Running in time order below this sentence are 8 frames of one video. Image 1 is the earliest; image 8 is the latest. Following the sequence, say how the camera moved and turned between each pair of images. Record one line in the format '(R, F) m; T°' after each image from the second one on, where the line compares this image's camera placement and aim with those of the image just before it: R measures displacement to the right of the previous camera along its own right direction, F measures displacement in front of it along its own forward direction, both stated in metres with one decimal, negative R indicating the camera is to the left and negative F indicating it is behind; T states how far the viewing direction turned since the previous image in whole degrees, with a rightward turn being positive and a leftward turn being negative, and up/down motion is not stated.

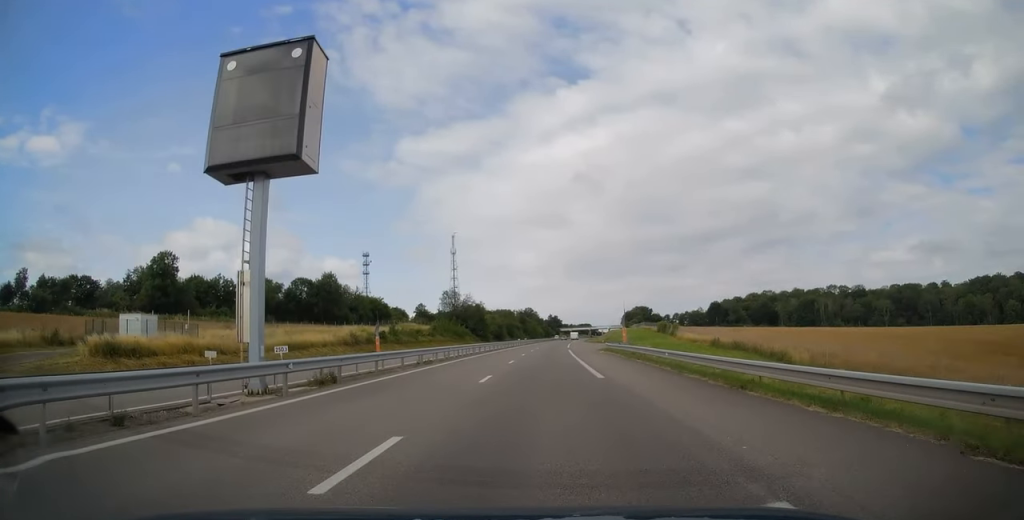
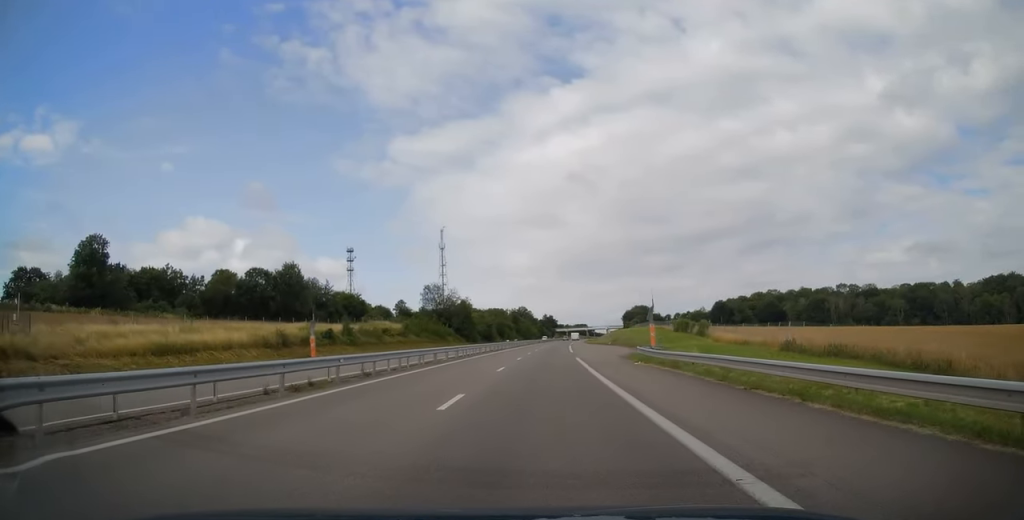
(-0.1, +20.0) m; +1°
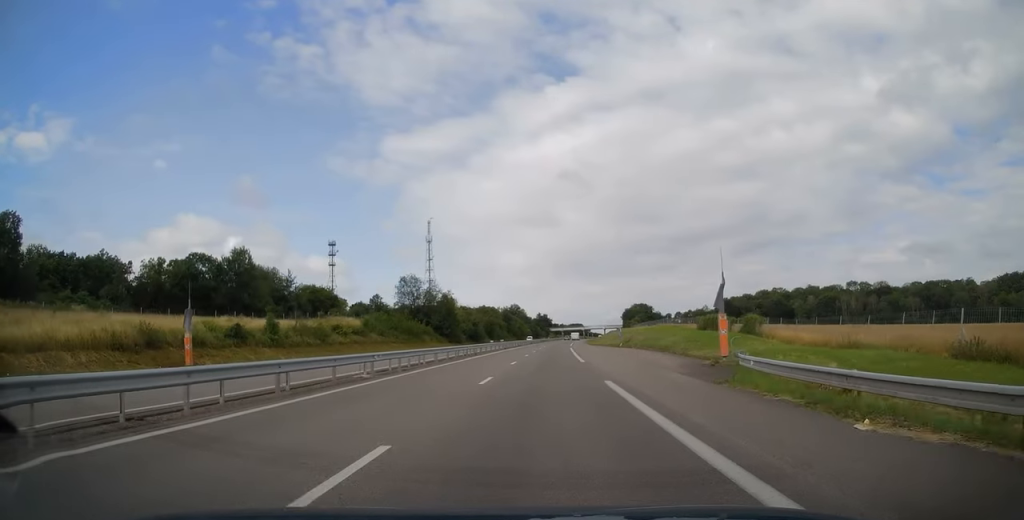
(+0.3, +20.0) m; +1°
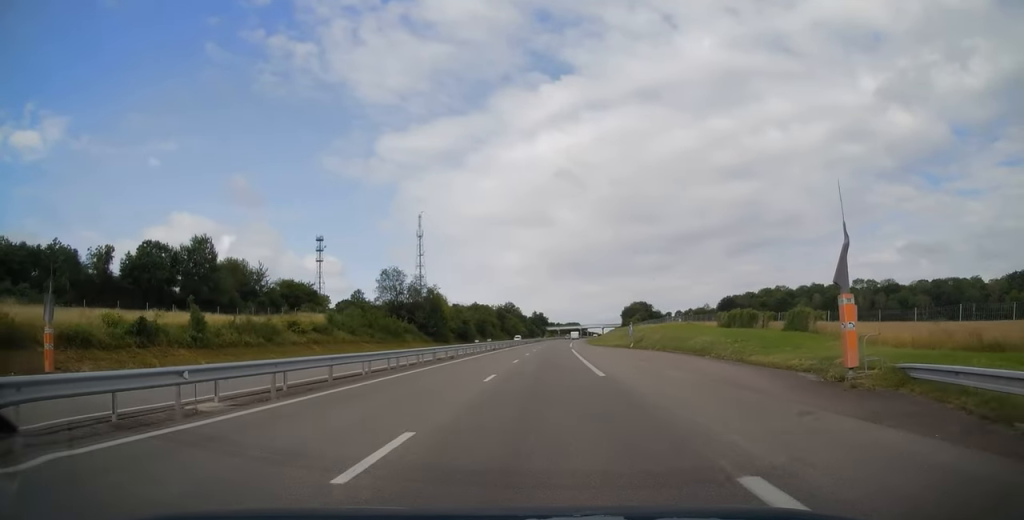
(+0.1, +12.2) m; 0°
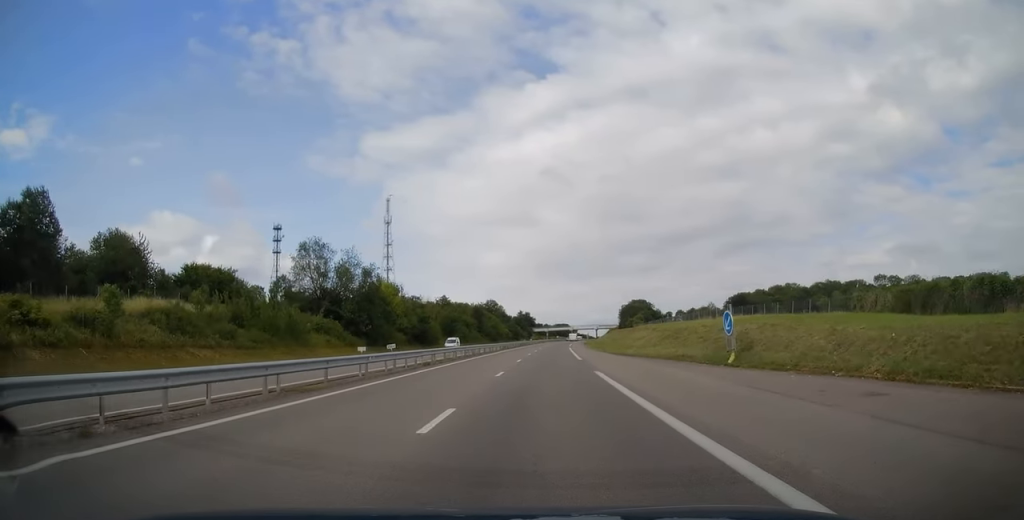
(+0.3, +36.1) m; +1°
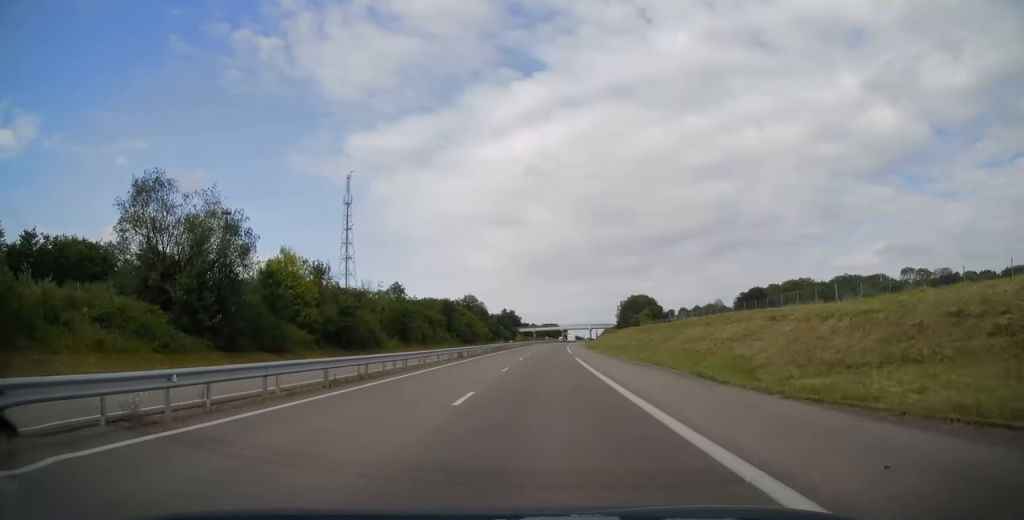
(+0.7, +35.6) m; +1°
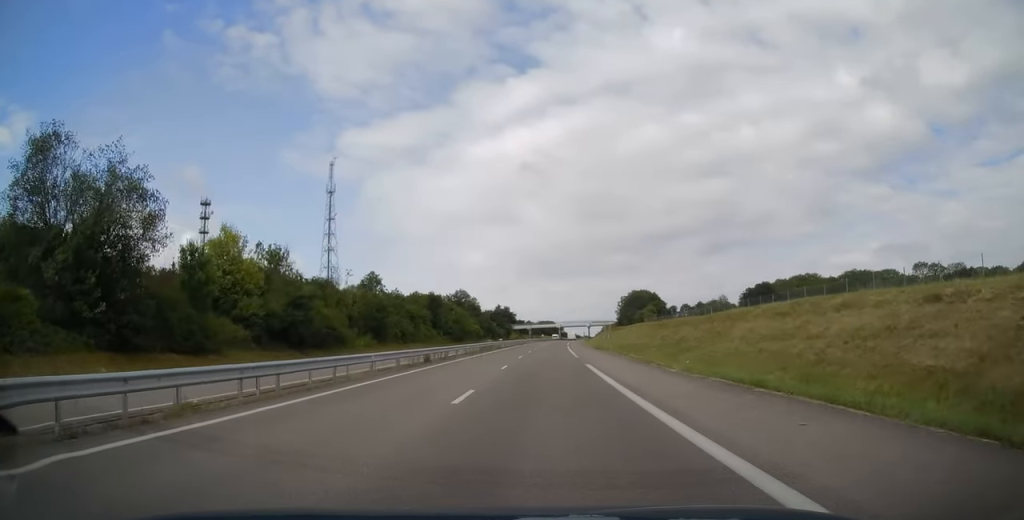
(+0.2, +13.2) m; 0°
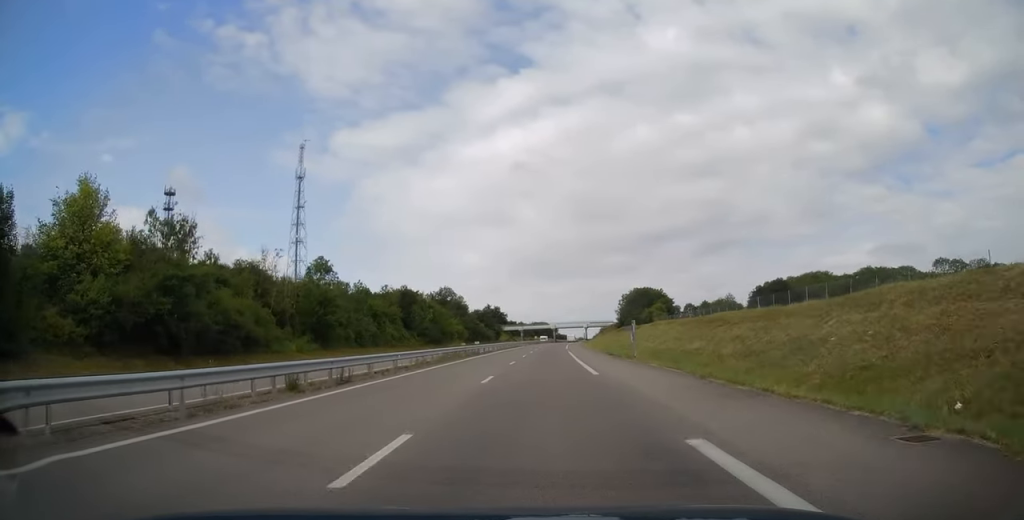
(-0.2, +20.0) m; 0°
